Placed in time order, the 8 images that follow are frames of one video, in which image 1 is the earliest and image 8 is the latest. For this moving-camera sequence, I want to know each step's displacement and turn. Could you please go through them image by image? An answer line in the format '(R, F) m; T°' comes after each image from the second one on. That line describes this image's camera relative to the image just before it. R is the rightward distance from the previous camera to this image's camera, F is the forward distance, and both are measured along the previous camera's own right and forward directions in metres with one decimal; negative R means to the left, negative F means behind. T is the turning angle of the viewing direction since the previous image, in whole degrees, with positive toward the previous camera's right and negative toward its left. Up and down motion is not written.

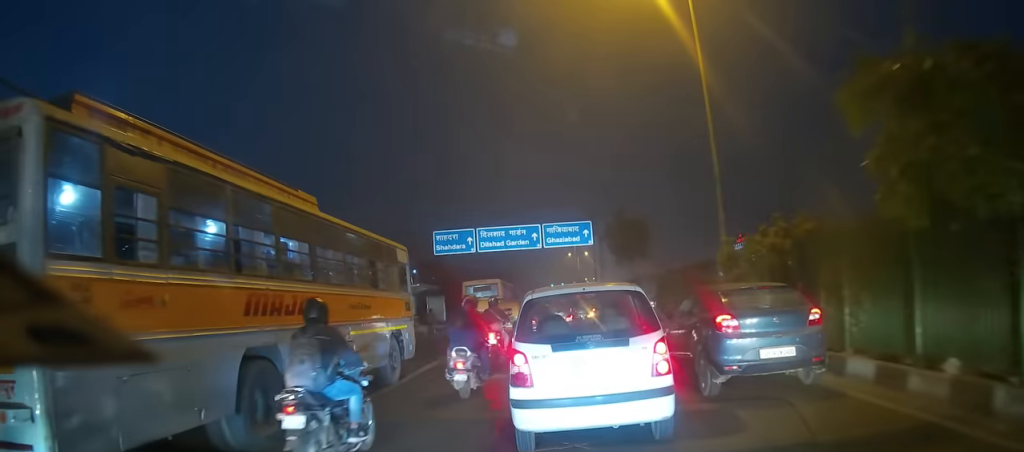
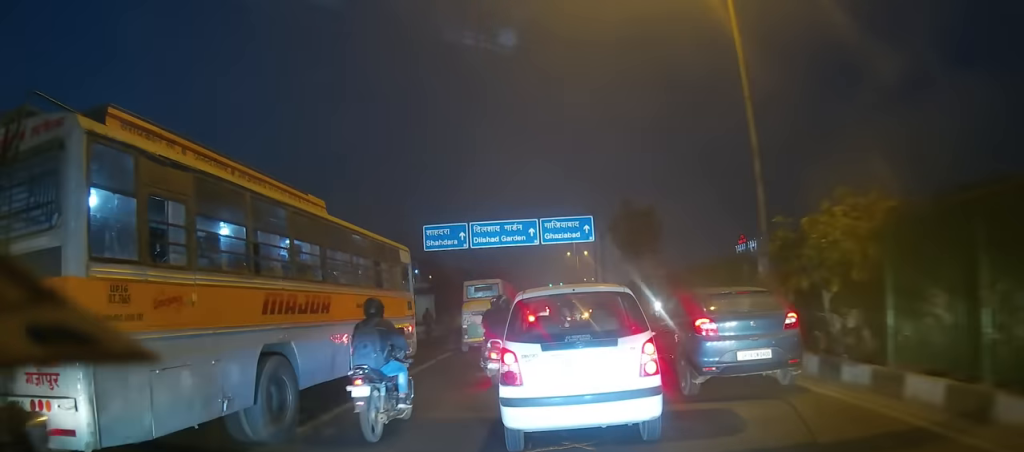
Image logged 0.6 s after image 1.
(-0.1, +2.8) m; +2°
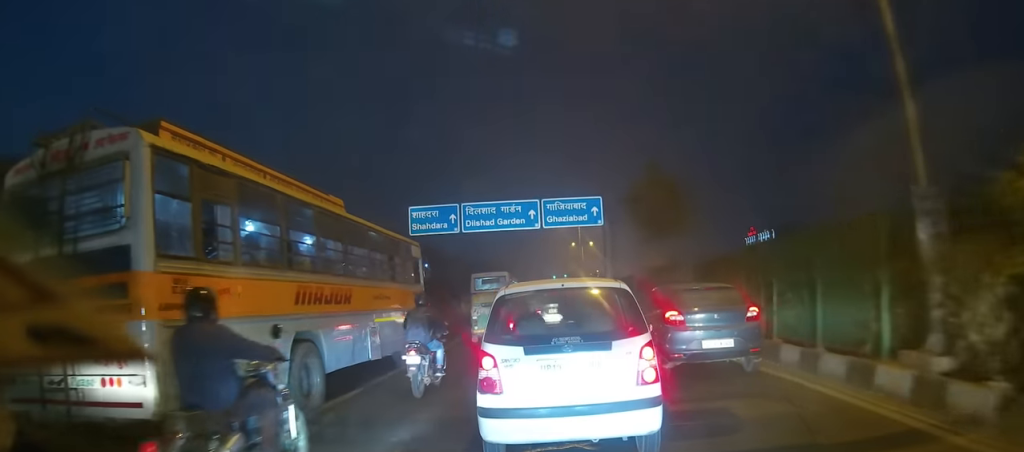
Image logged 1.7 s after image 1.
(+0.2, +5.2) m; 0°
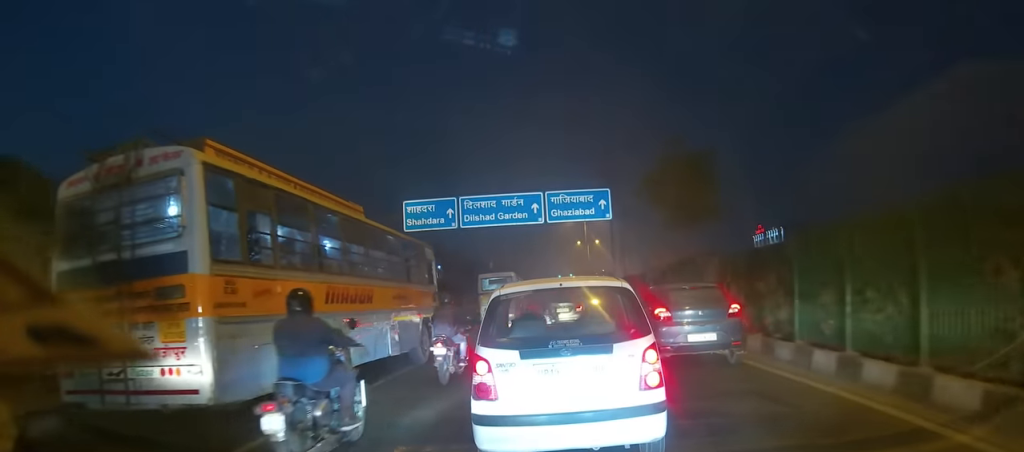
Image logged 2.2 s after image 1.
(0.0, +2.9) m; -1°
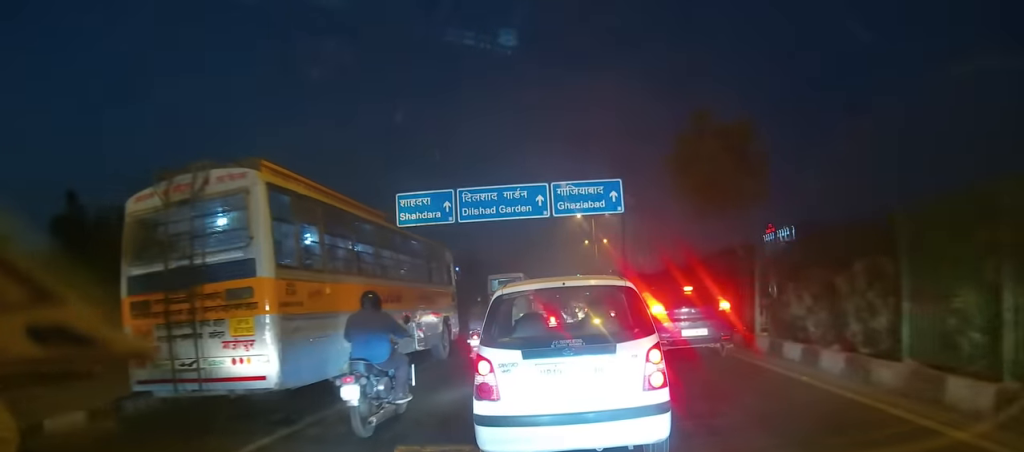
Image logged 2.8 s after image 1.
(-0.3, +3.4) m; -1°
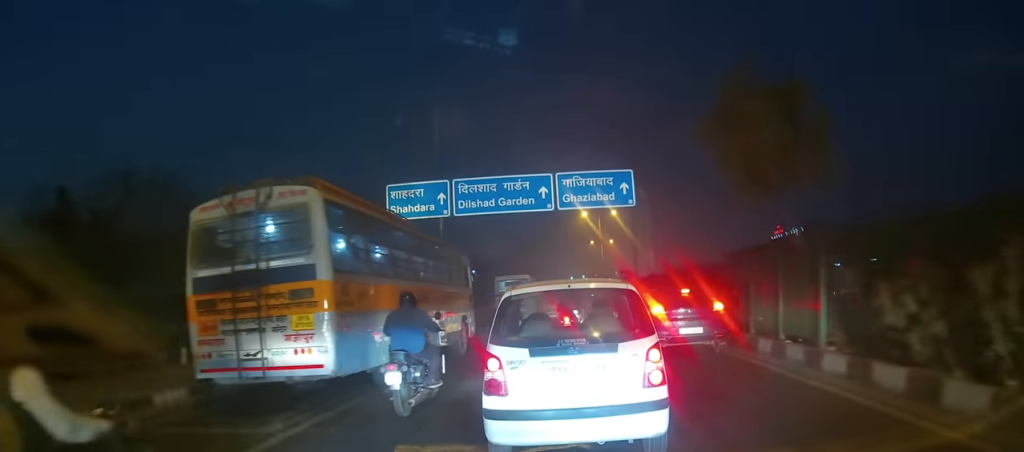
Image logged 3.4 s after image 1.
(+0.1, +3.2) m; 0°
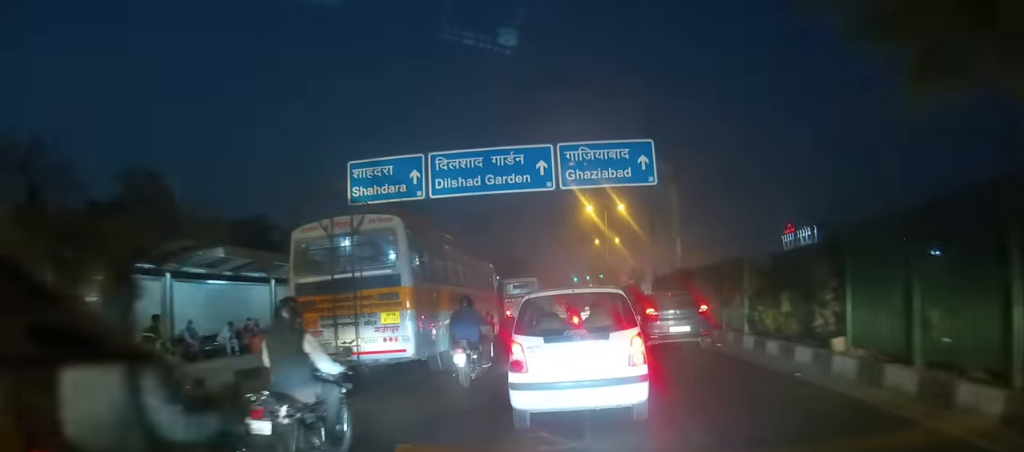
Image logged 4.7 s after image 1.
(0.0, +6.9) m; -3°
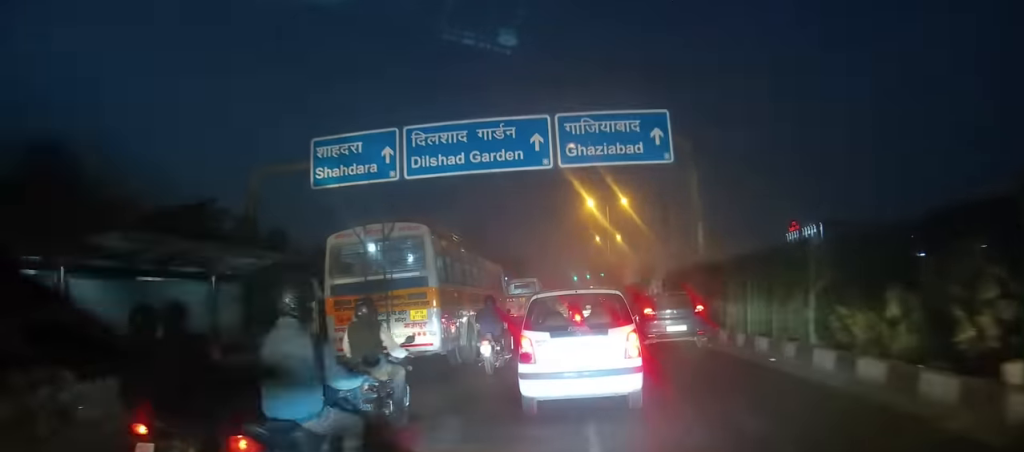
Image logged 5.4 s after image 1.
(-0.1, +3.9) m; 0°
